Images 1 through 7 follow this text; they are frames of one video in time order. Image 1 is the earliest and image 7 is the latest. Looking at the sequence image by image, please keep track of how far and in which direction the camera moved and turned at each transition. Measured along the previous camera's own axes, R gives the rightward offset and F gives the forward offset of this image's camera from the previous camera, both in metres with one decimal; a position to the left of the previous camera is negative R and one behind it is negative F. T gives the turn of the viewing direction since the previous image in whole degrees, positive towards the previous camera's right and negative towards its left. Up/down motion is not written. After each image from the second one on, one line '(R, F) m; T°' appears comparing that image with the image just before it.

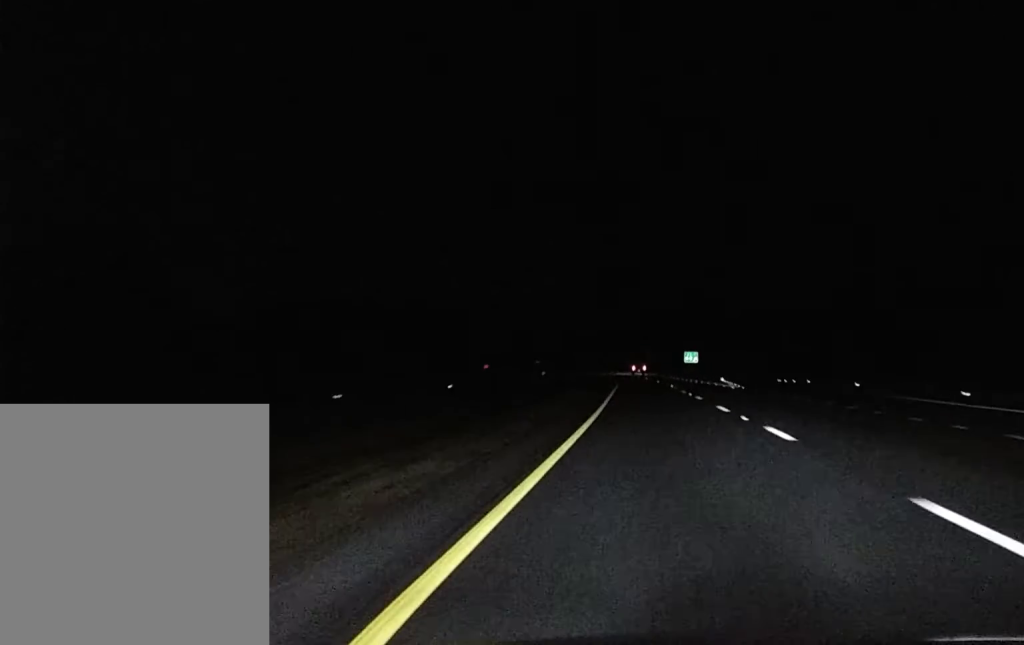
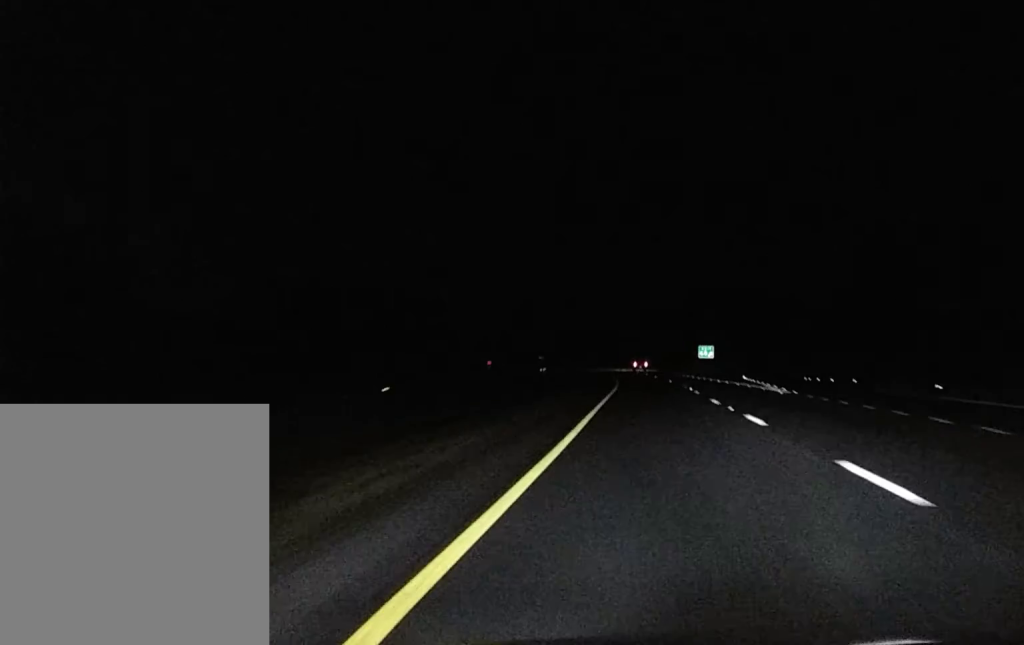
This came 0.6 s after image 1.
(-0.1, +21.9) m; 0°
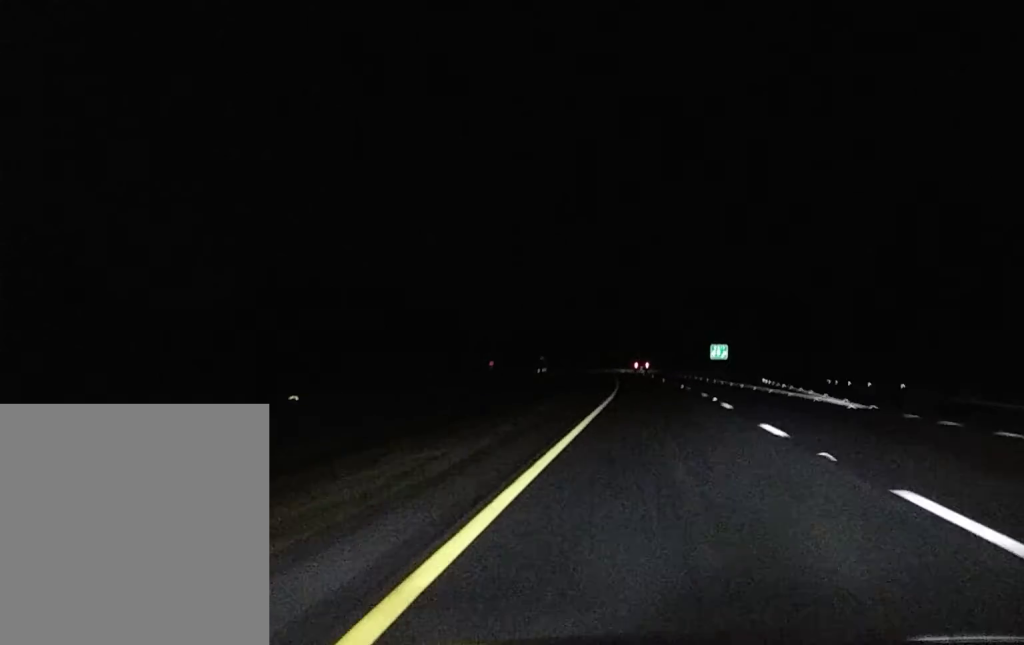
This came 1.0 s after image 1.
(0.0, +15.6) m; 0°
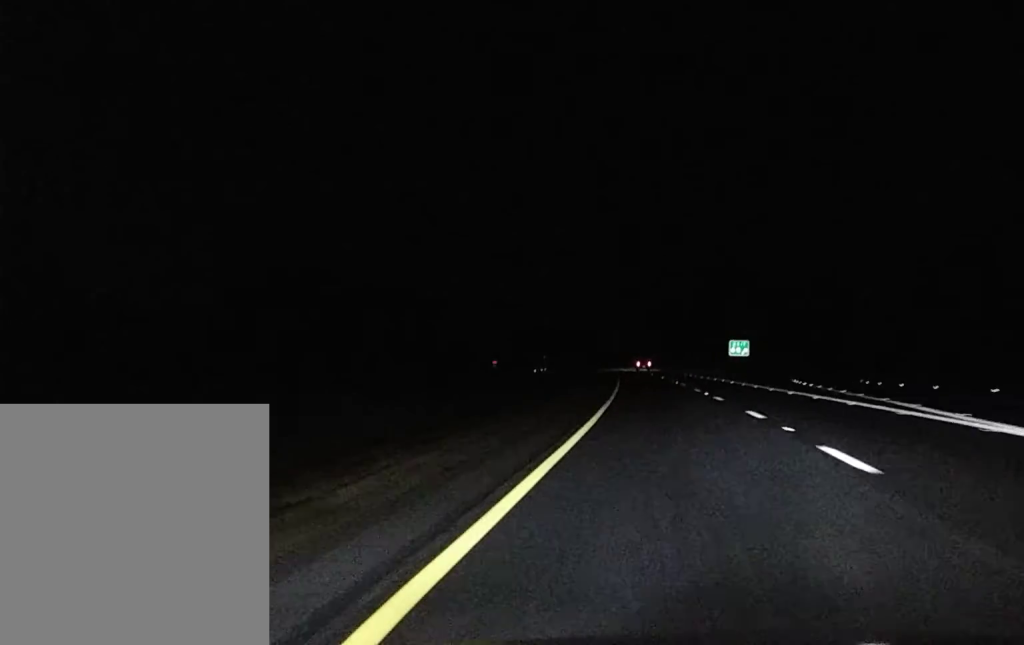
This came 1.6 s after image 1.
(0.0, +18.8) m; 0°
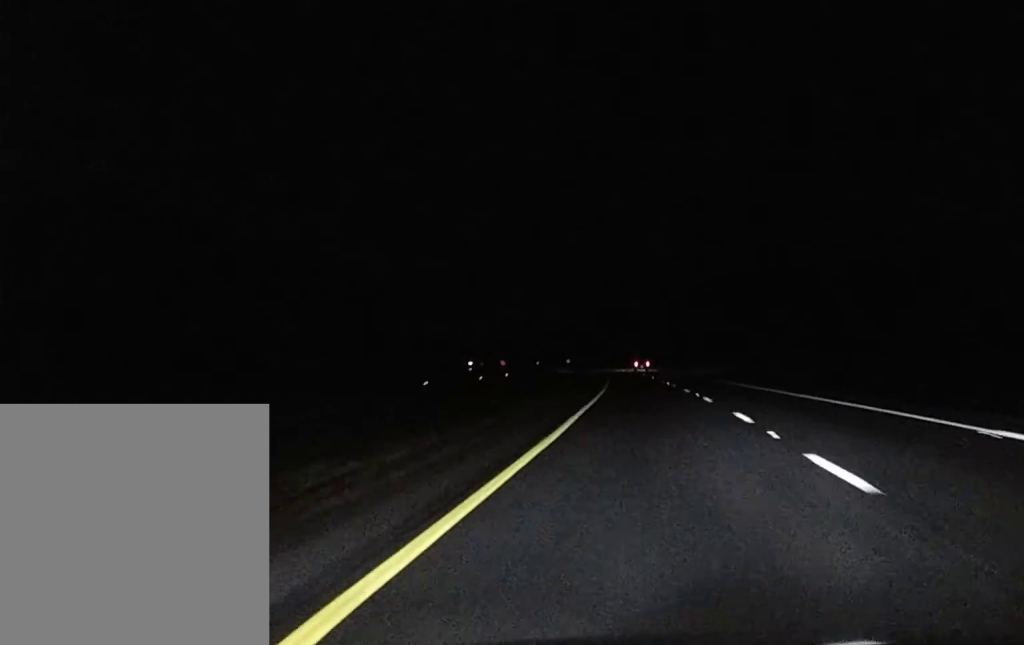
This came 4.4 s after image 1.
(-1.8, +96.9) m; -2°
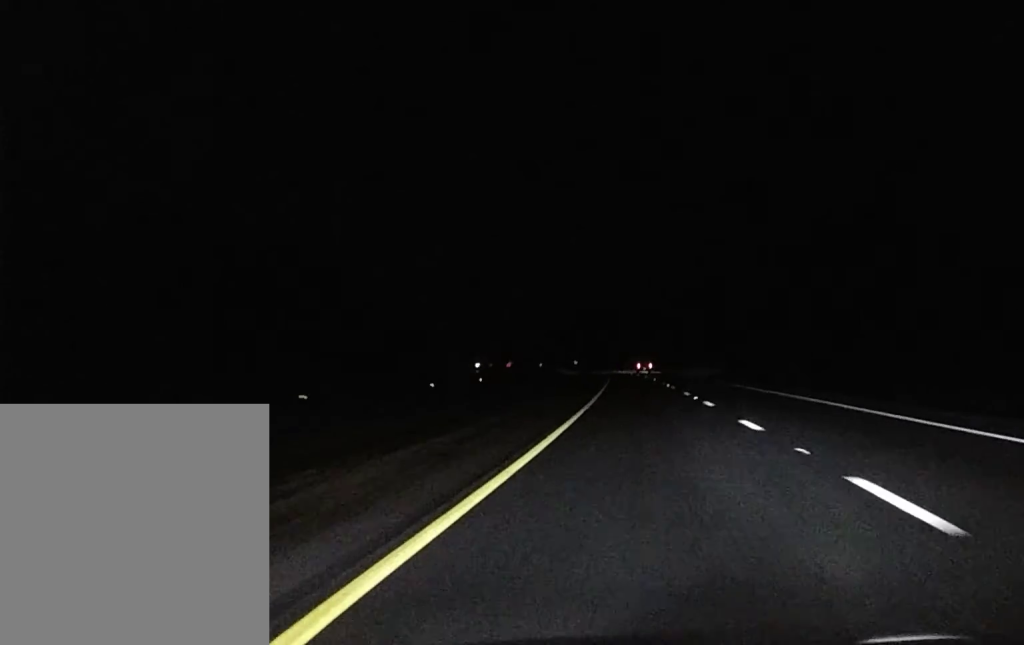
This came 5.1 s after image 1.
(-0.2, +26.4) m; 0°
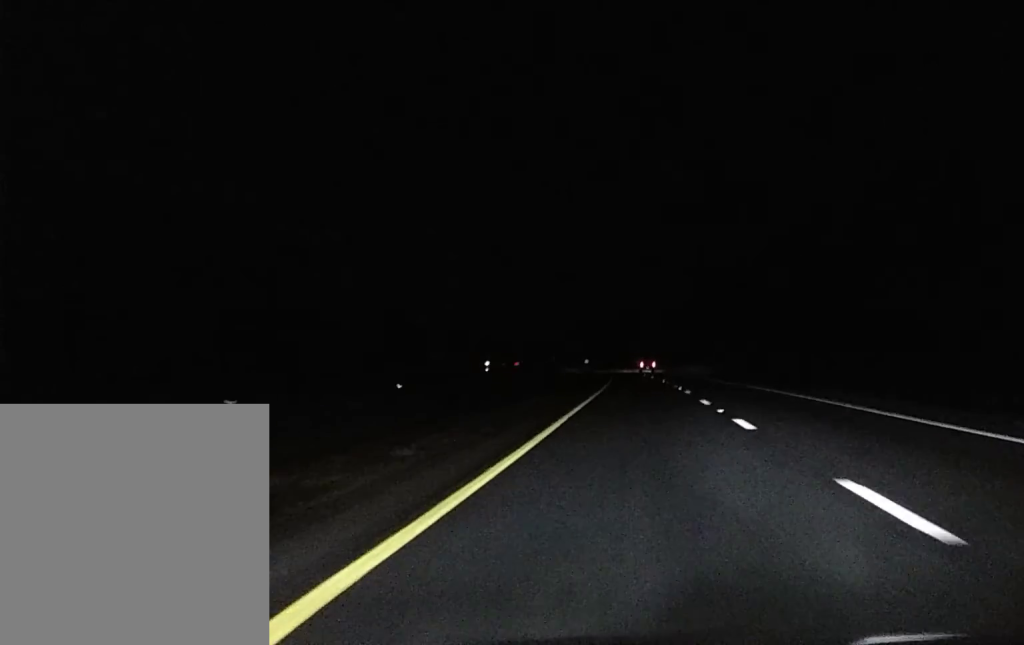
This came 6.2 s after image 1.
(-0.1, +38.0) m; -1°
